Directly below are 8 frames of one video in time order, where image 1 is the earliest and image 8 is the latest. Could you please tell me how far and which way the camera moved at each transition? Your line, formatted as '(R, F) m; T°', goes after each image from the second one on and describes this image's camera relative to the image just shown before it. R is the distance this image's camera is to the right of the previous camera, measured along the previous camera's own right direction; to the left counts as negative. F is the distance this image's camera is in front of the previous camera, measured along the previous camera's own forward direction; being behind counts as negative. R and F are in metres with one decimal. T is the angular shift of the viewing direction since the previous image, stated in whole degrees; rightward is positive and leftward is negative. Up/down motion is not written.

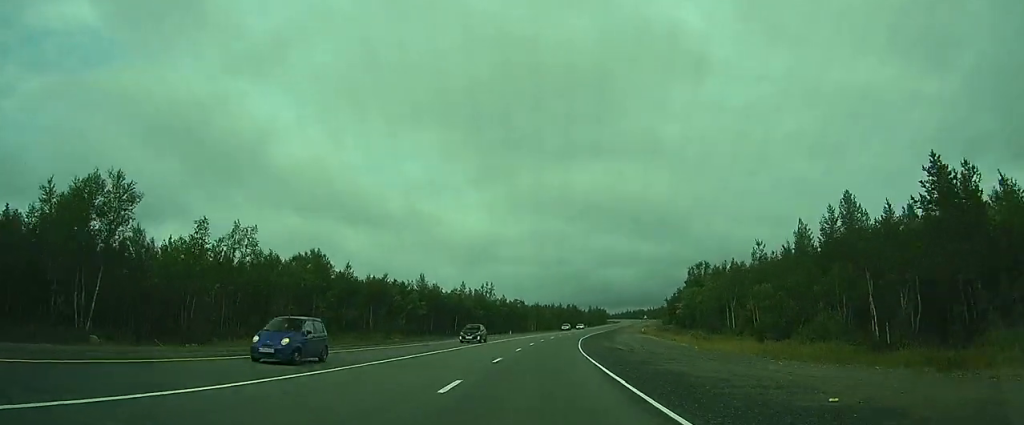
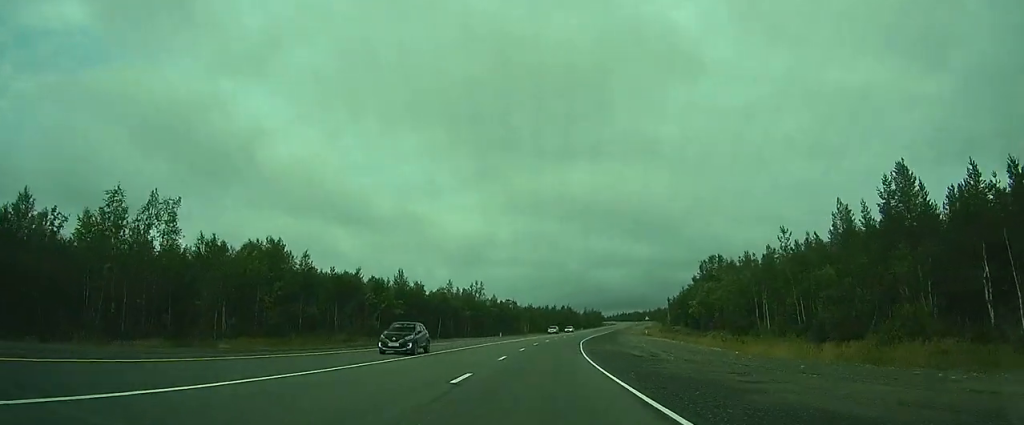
(0.0, +9.6) m; 0°
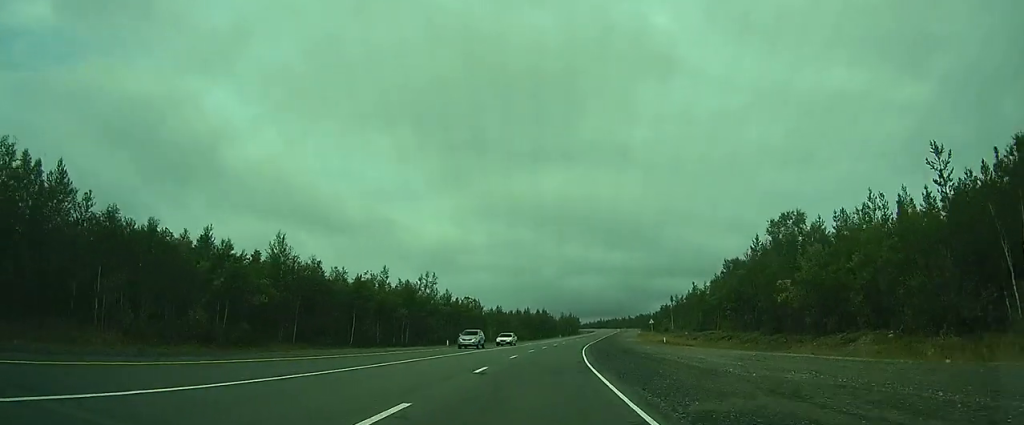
(-0.3, +29.6) m; 0°
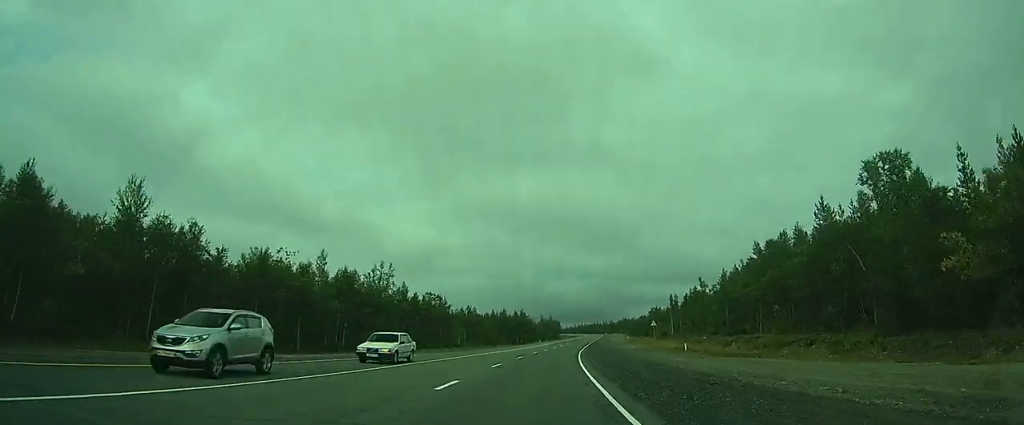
(+0.1, +16.3) m; +2°
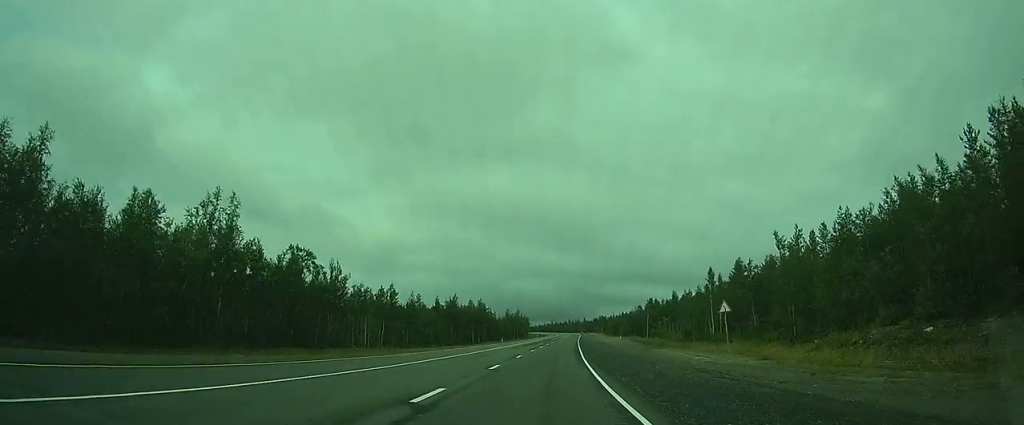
(+1.1, +36.4) m; +4°
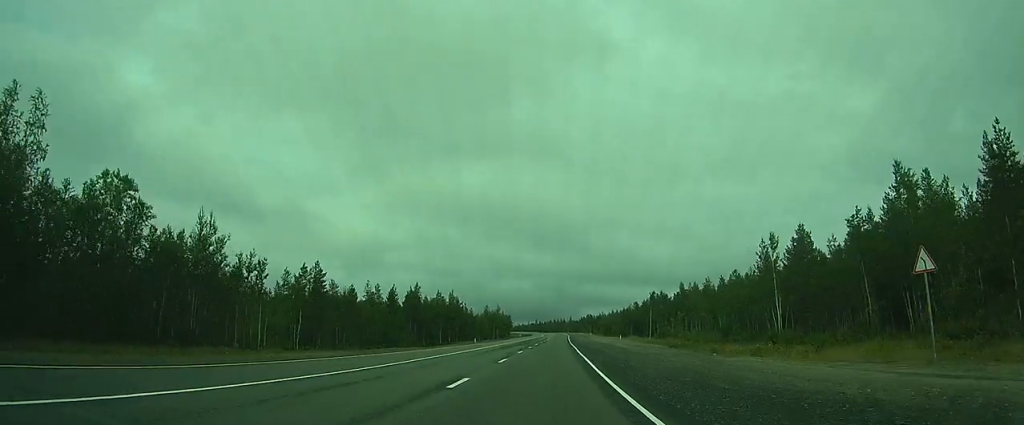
(+0.9, +19.3) m; +2°
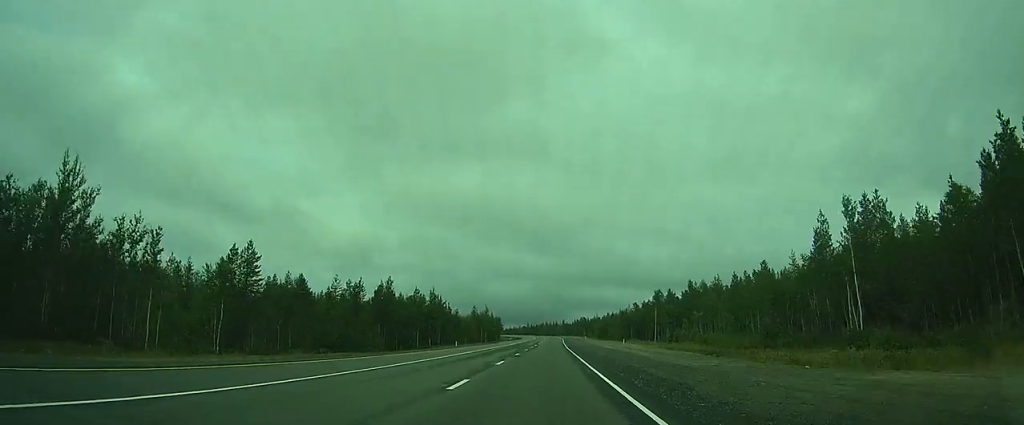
(-0.1, +11.0) m; 0°
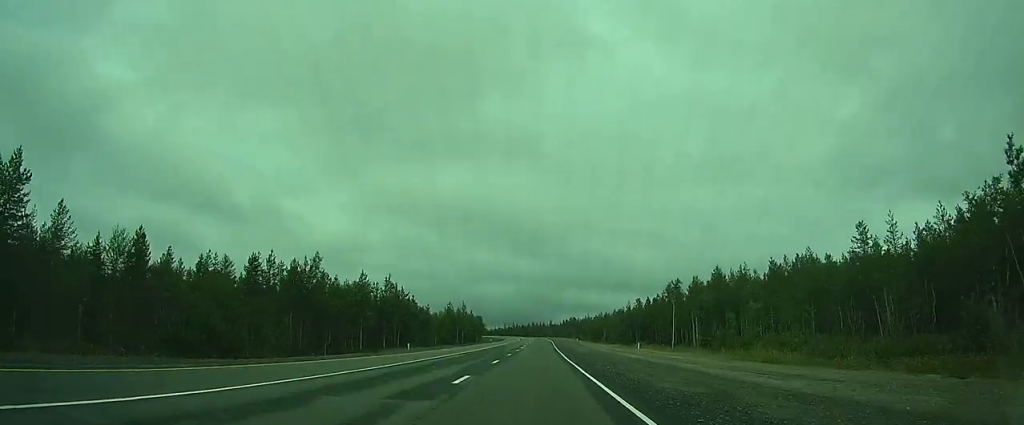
(0.0, +19.9) m; +1°
